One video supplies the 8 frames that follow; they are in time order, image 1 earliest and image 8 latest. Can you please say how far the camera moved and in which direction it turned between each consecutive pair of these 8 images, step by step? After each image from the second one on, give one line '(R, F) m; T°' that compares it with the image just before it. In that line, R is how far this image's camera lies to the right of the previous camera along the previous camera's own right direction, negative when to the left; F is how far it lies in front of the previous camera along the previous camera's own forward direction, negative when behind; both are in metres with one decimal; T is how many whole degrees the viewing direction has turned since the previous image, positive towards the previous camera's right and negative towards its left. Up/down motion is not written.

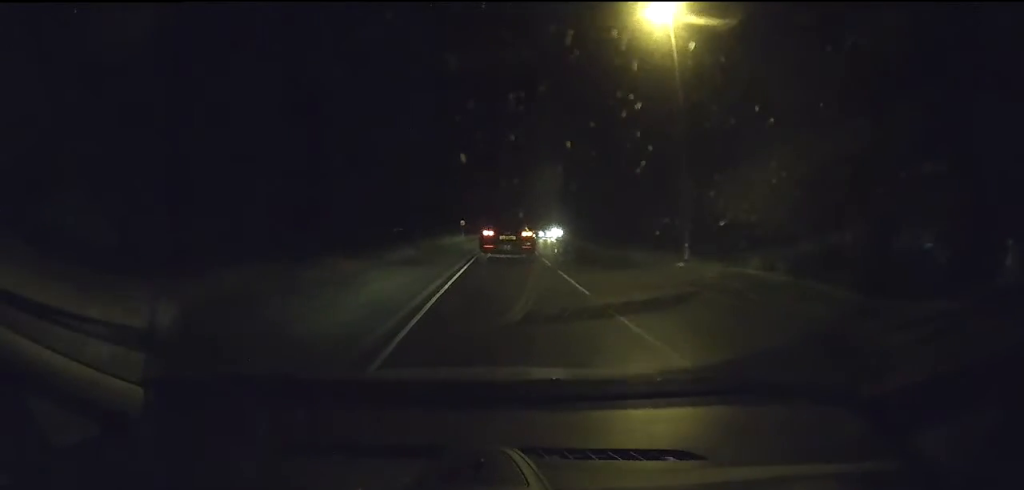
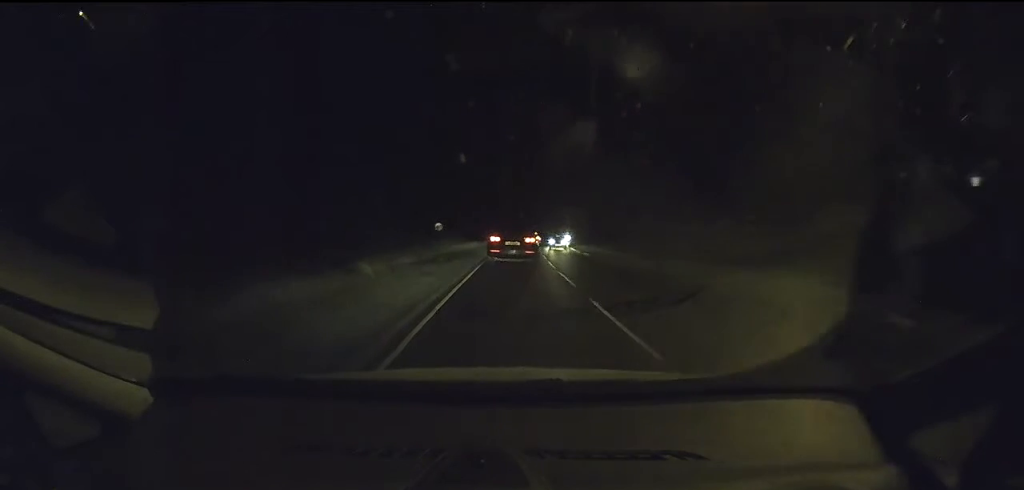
(0.0, +9.9) m; 0°
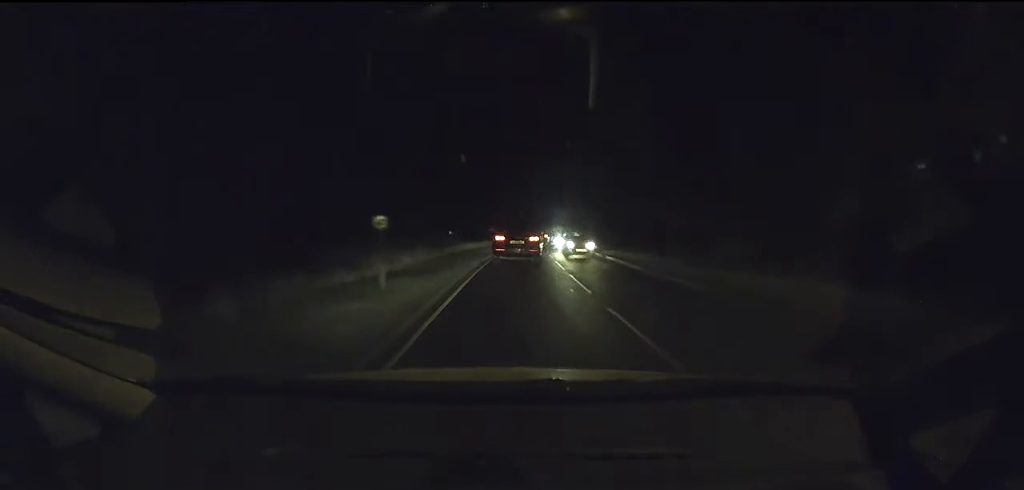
(0.0, +6.9) m; +1°
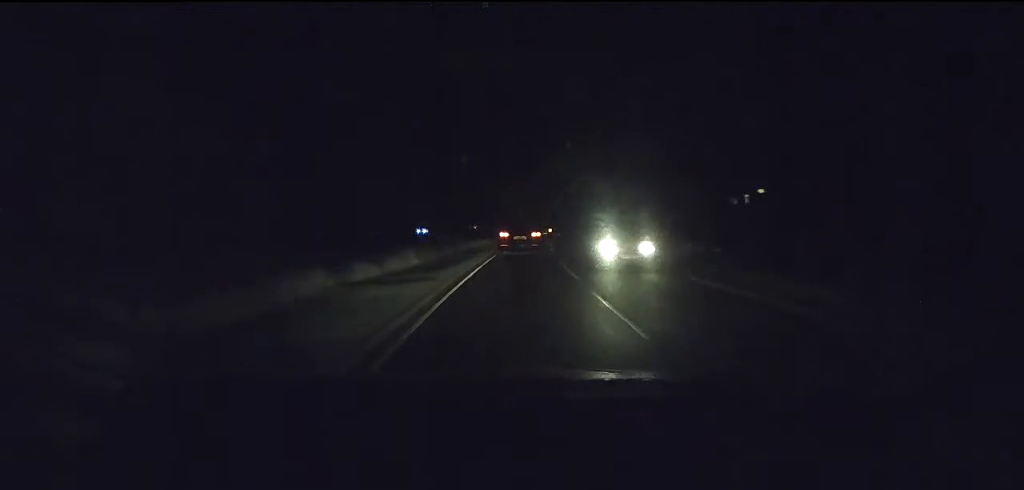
(+1.2, +22.5) m; +6°
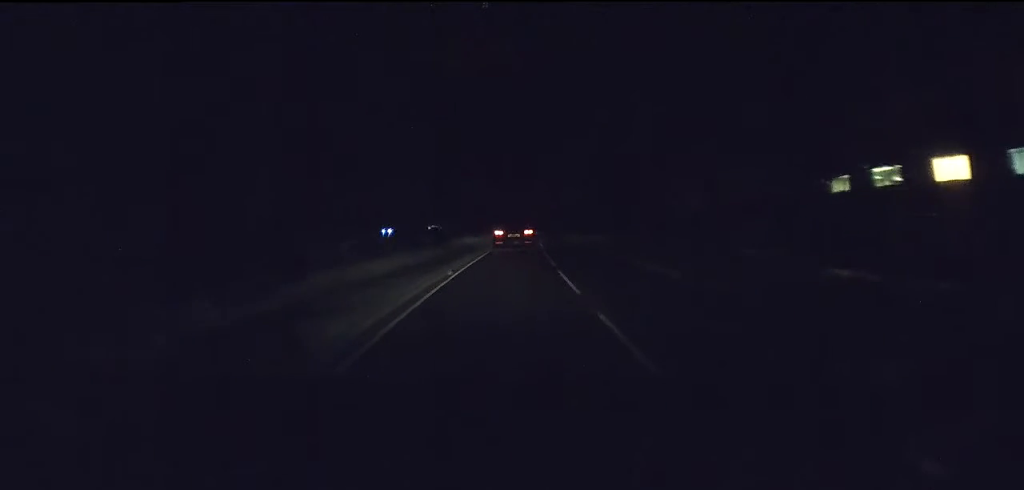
(+0.5, +20.9) m; +1°
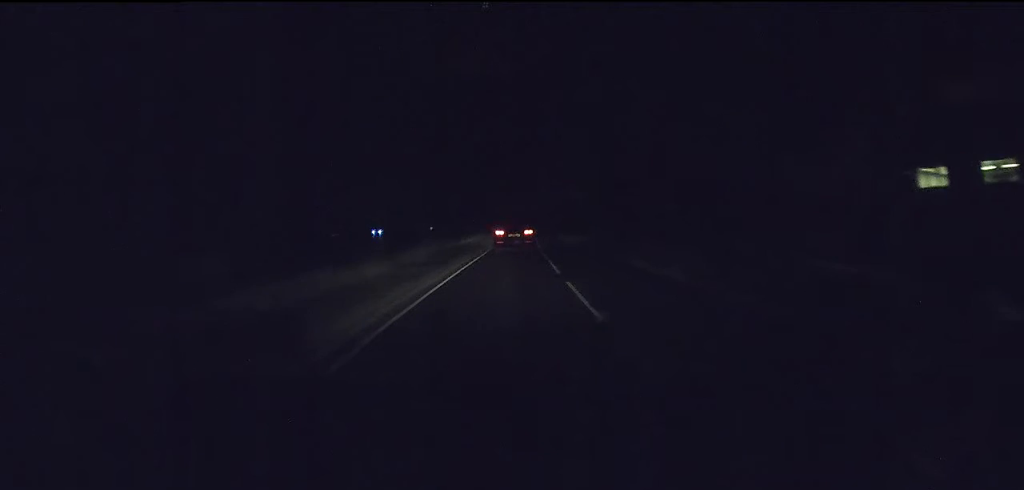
(0.0, +8.4) m; 0°
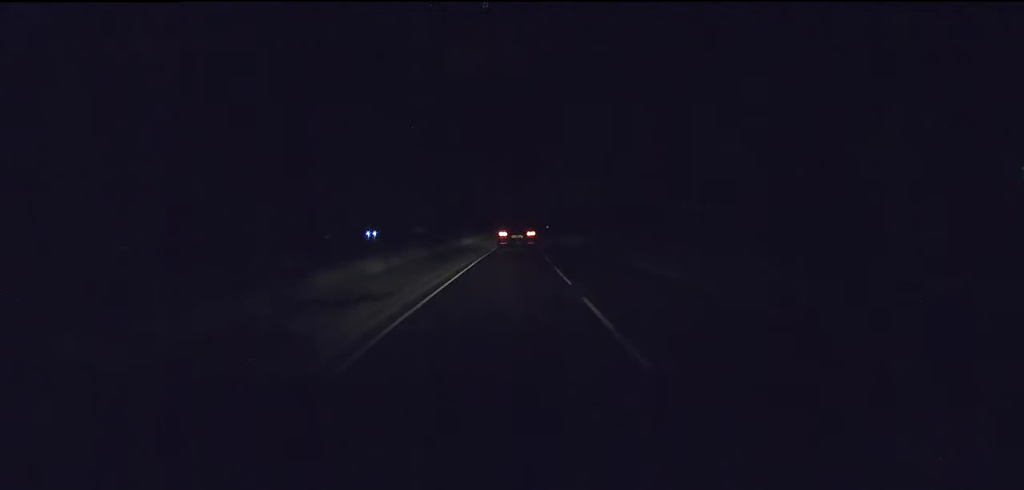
(0.0, +8.2) m; 0°
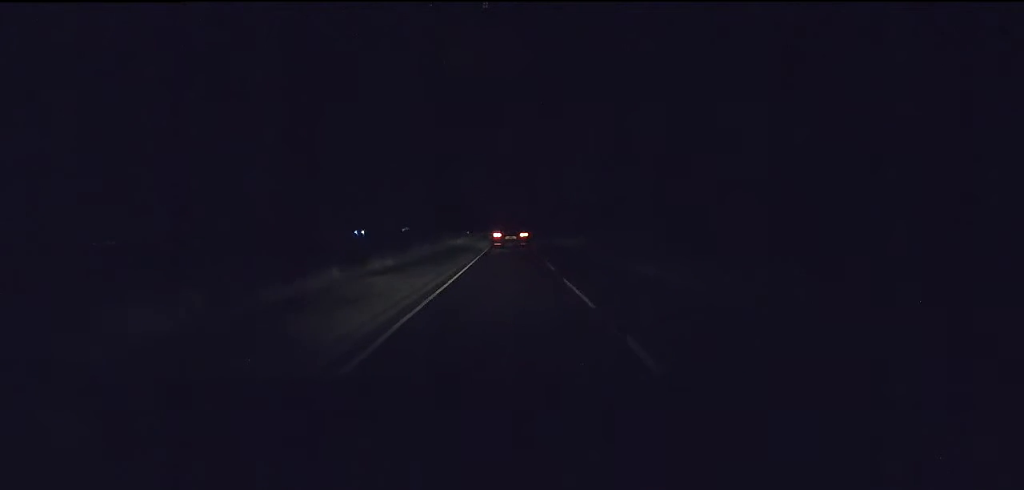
(0.0, +14.8) m; +1°
